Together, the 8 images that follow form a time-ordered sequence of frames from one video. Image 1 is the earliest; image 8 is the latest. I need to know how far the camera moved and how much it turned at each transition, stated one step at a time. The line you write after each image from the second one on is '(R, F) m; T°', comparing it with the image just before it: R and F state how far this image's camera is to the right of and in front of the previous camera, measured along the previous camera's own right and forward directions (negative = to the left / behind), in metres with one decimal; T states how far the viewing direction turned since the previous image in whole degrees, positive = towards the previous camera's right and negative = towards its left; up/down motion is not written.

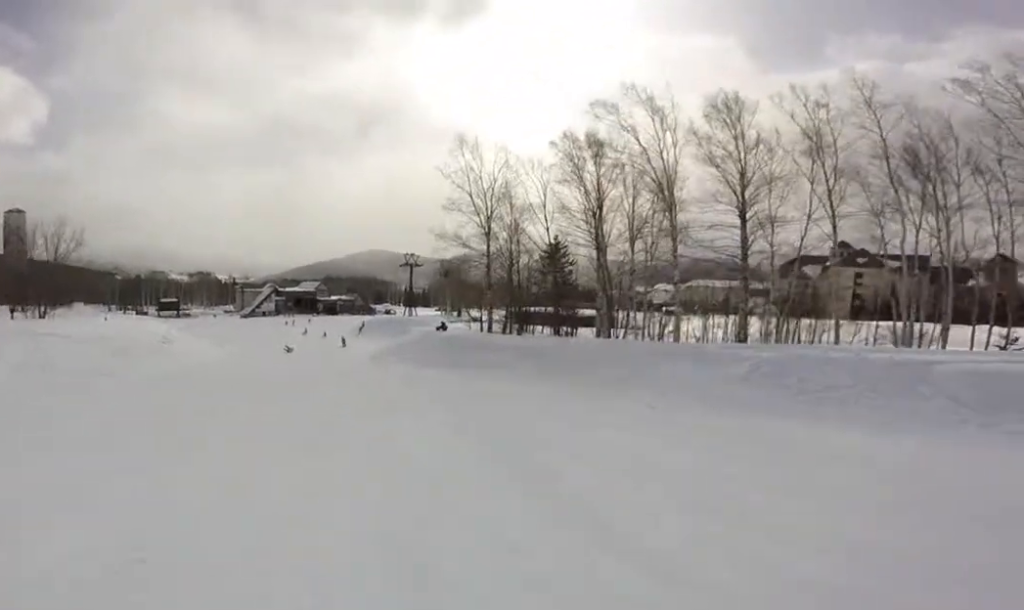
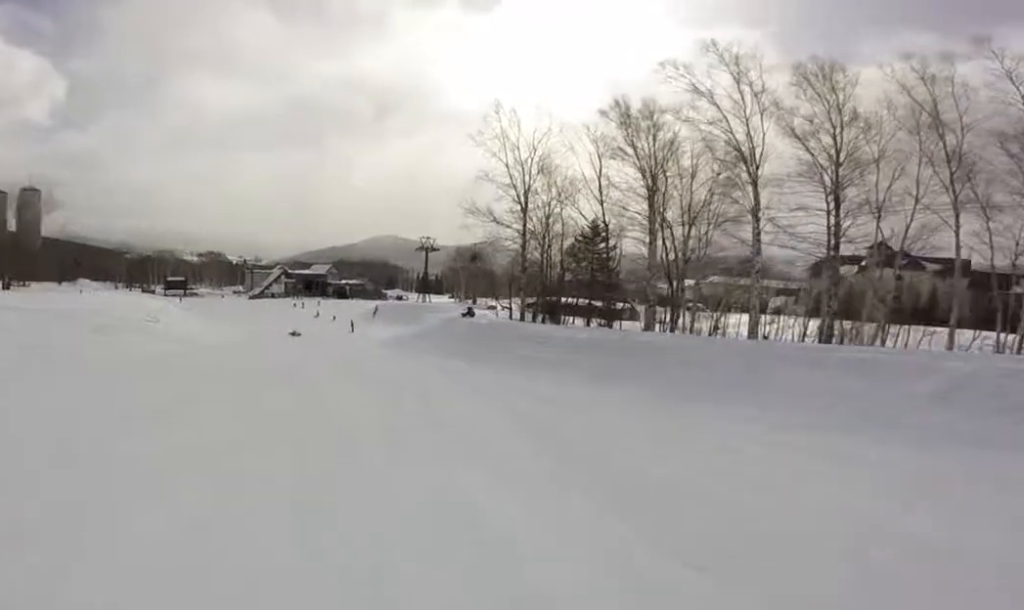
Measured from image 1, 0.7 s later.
(-0.5, +3.9) m; +1°
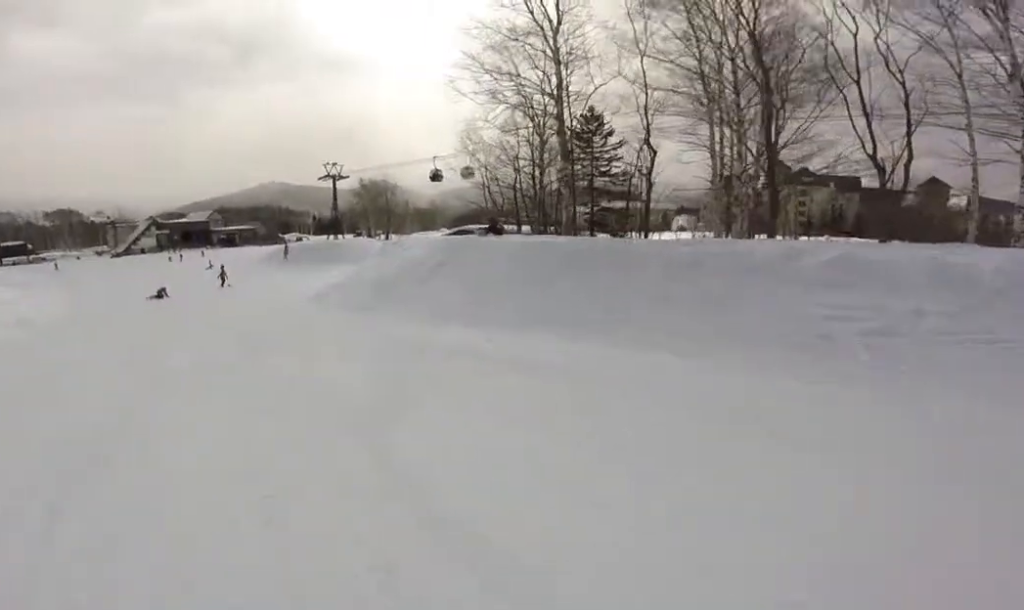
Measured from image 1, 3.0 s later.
(+3.0, +12.8) m; +14°
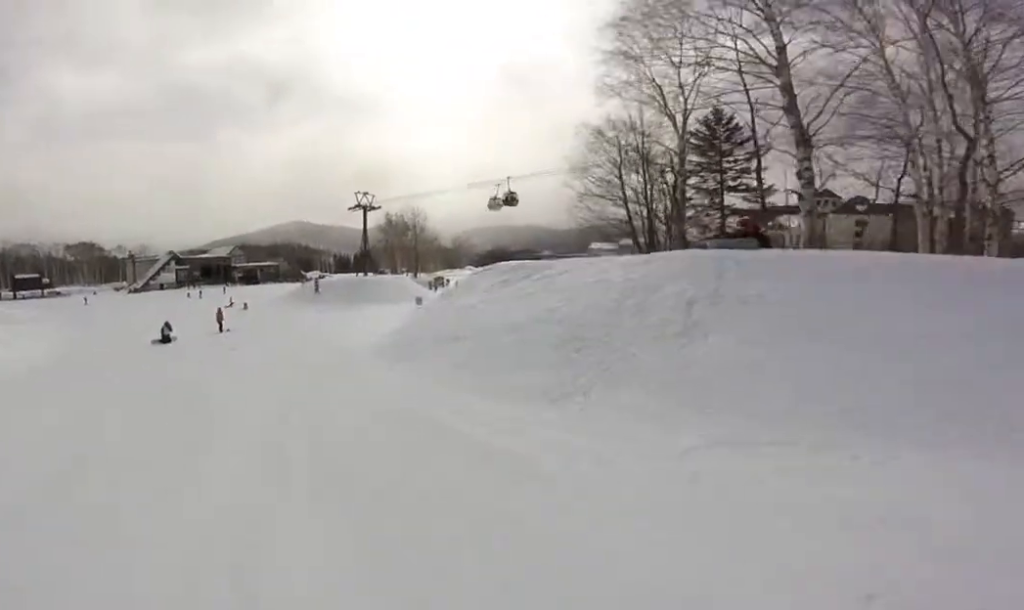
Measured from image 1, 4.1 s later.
(-0.8, +7.0) m; -9°
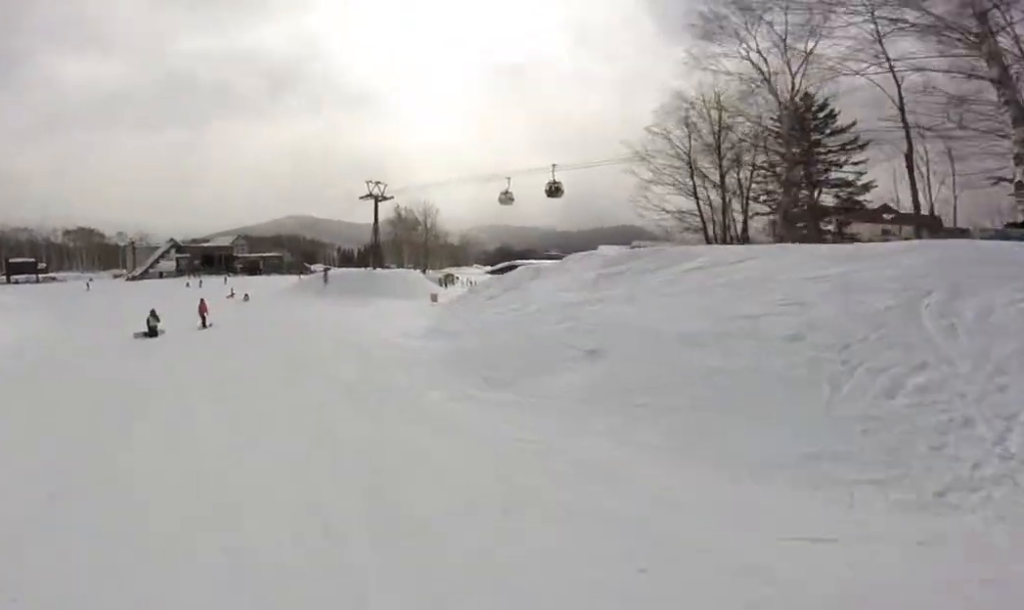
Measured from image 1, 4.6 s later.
(-0.1, +3.5) m; -1°
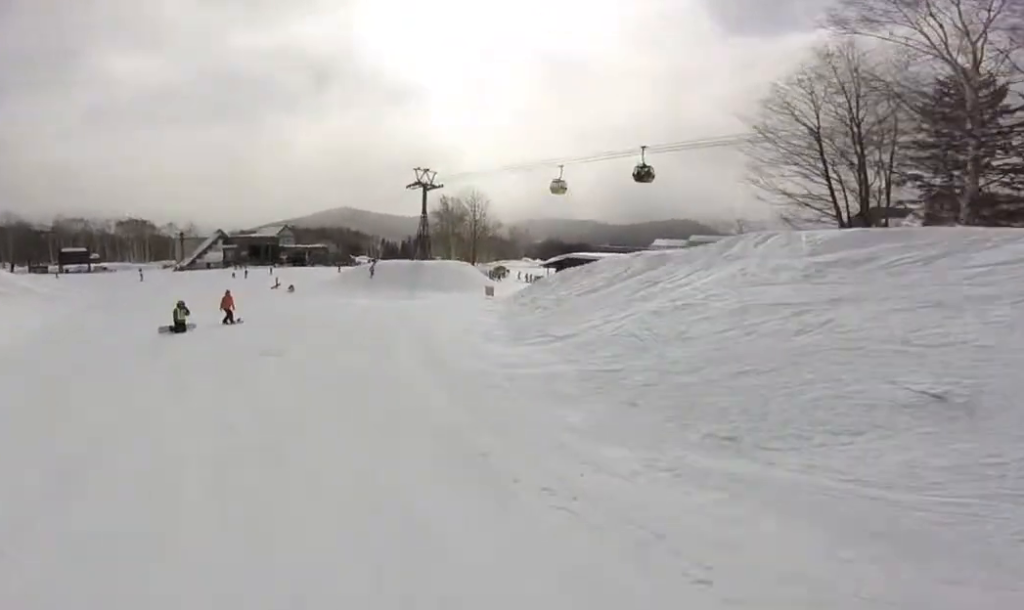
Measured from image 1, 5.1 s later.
(0.0, +2.9) m; 0°
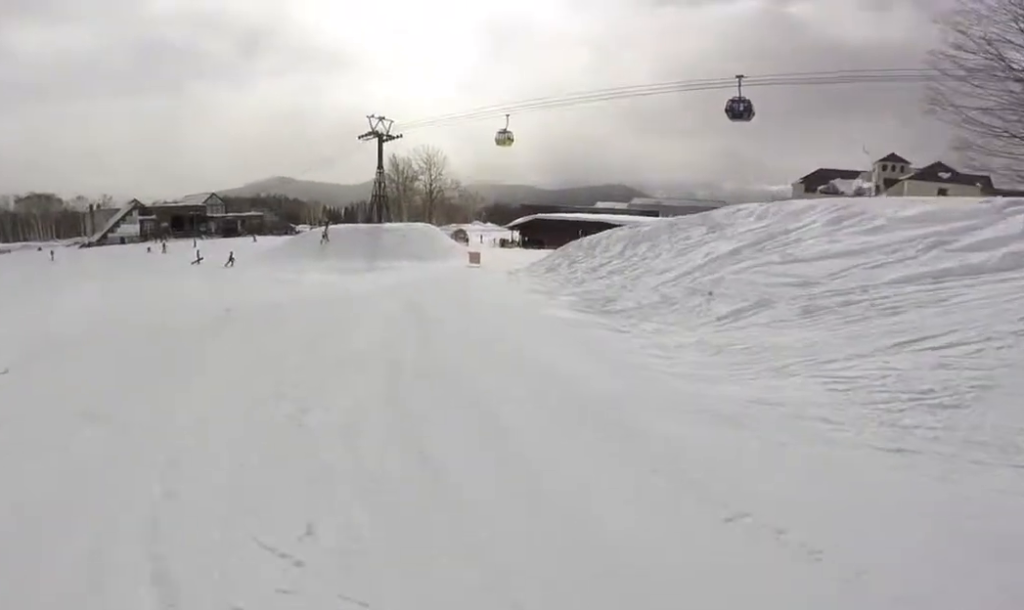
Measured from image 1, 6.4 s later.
(0.0, +9.4) m; 0°
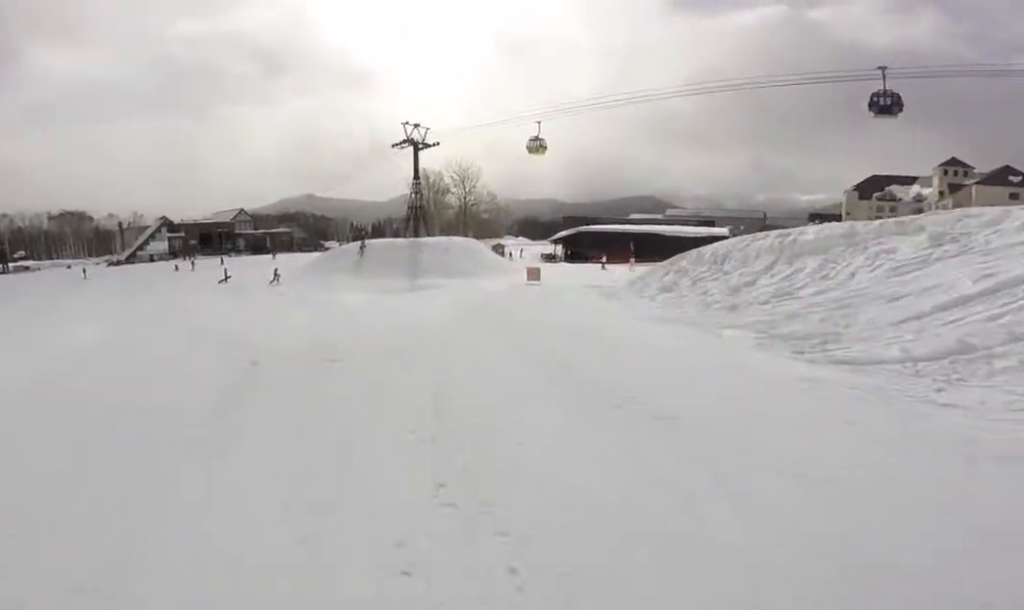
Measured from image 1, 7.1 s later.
(0.0, +4.4) m; 0°
